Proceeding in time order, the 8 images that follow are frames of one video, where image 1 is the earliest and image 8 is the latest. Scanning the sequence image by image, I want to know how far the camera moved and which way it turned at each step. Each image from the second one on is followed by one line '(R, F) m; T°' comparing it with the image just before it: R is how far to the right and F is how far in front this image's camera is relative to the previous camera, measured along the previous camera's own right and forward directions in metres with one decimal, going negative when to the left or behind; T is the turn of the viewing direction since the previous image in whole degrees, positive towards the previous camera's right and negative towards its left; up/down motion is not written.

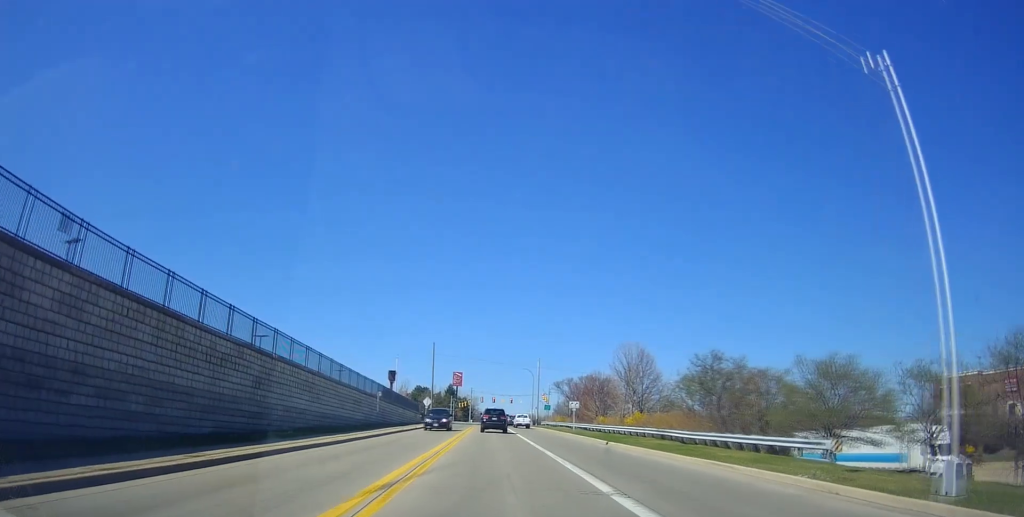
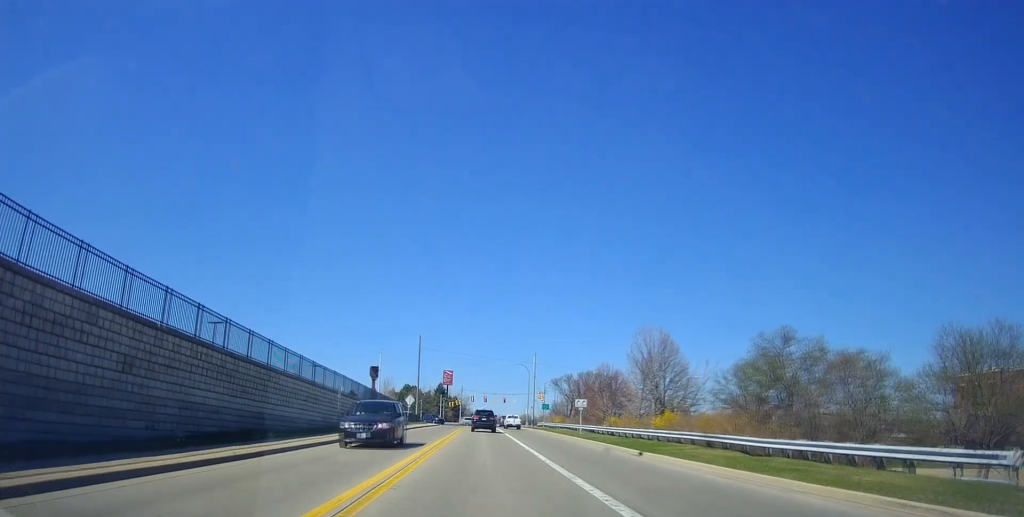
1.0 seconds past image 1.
(+0.5, +7.8) m; +5°
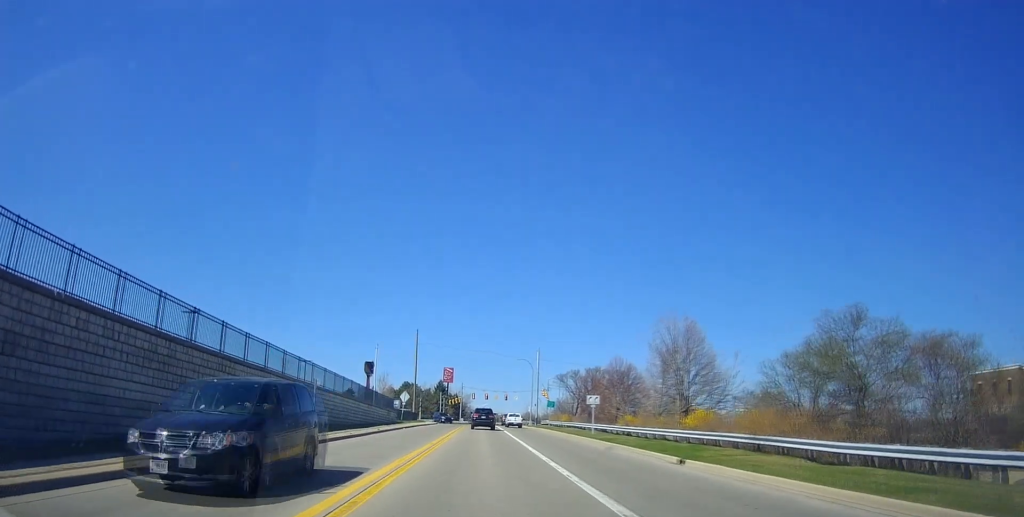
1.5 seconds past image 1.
(+0.3, +4.6) m; -1°
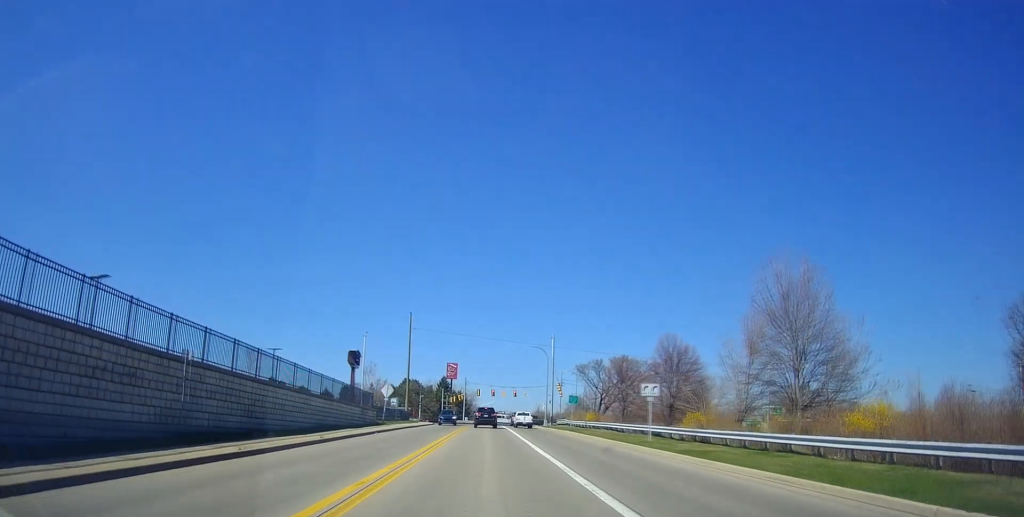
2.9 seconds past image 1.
(-0.7, +12.8) m; -4°
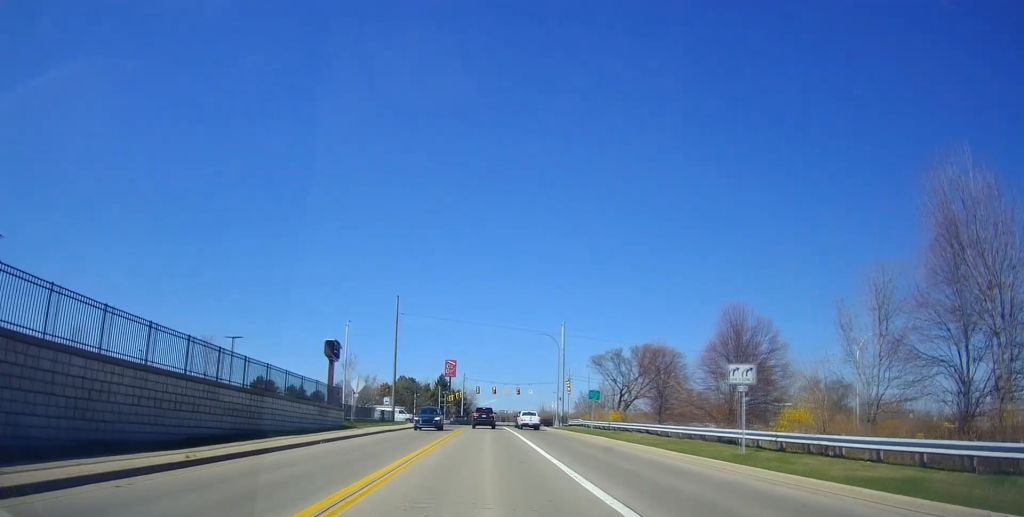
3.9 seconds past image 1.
(+0.1, +10.3) m; +2°
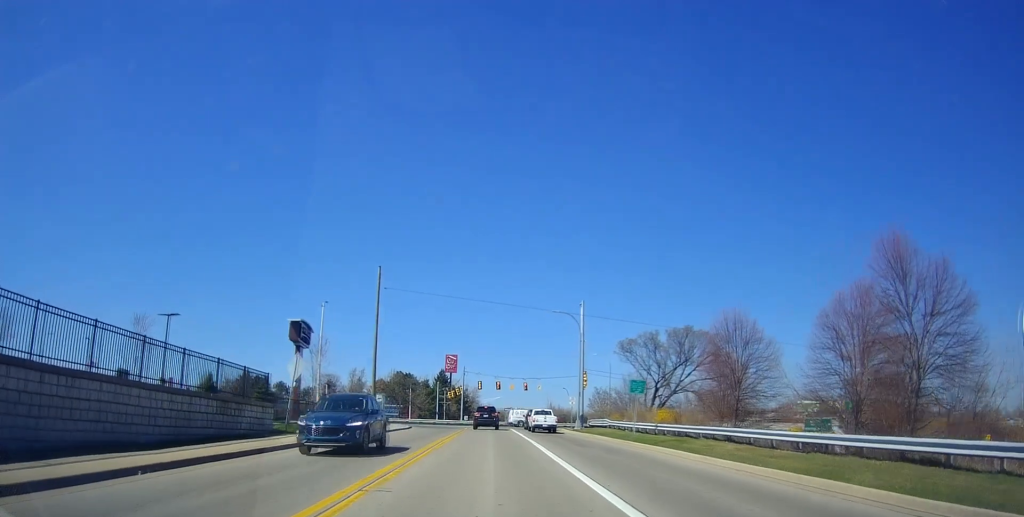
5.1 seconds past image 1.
(+0.2, +12.3) m; -1°
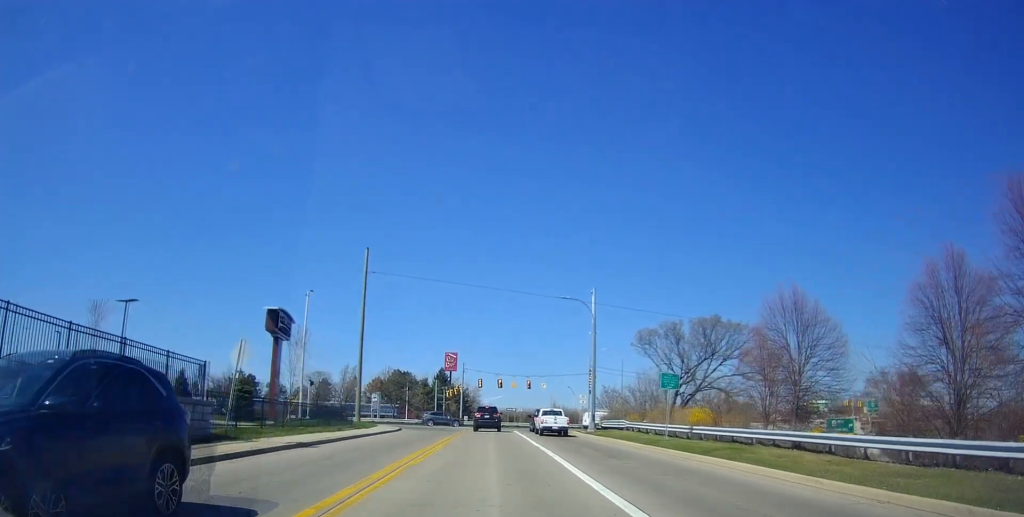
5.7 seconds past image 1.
(-0.1, +6.2) m; -1°
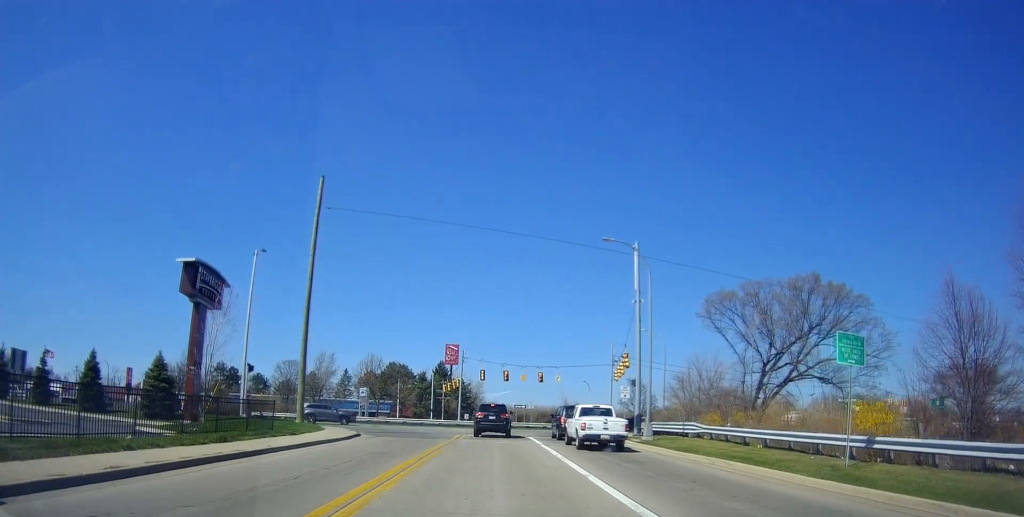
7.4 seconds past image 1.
(+0.2, +16.2) m; +2°
